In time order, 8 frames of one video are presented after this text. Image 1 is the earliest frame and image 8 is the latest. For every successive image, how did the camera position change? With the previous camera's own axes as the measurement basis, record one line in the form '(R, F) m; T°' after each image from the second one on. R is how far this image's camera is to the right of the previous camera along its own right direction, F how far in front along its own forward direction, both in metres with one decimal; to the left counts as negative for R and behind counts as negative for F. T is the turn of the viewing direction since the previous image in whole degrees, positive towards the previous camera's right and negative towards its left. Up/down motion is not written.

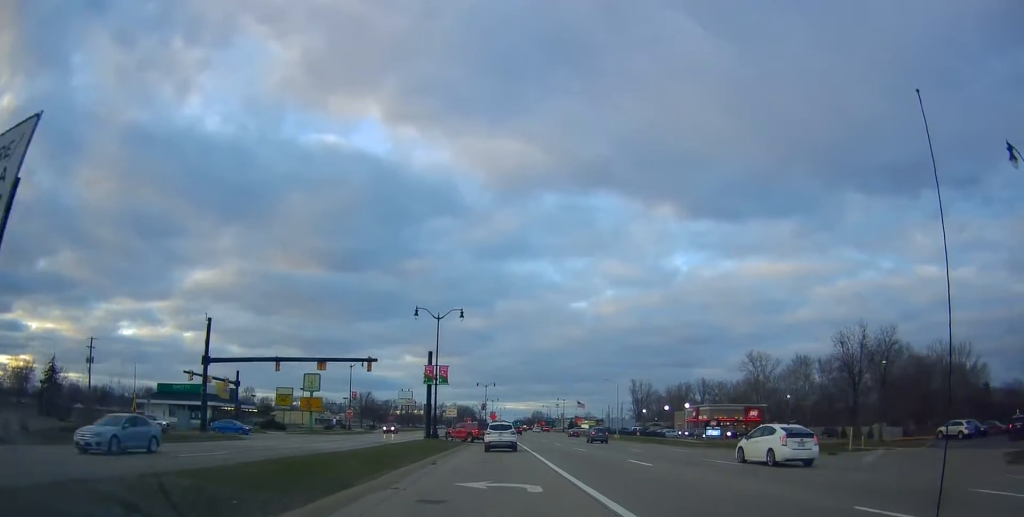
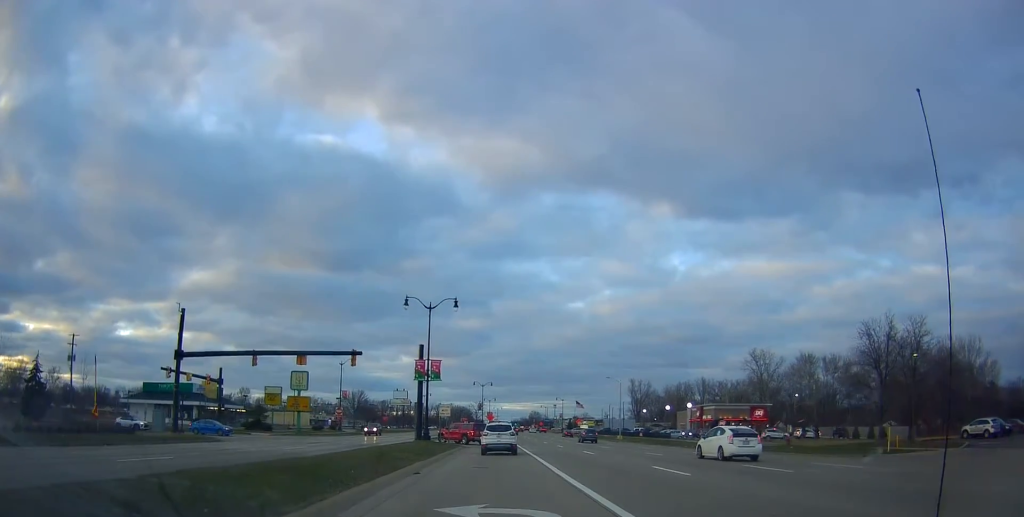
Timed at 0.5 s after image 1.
(-0.3, +4.6) m; 0°
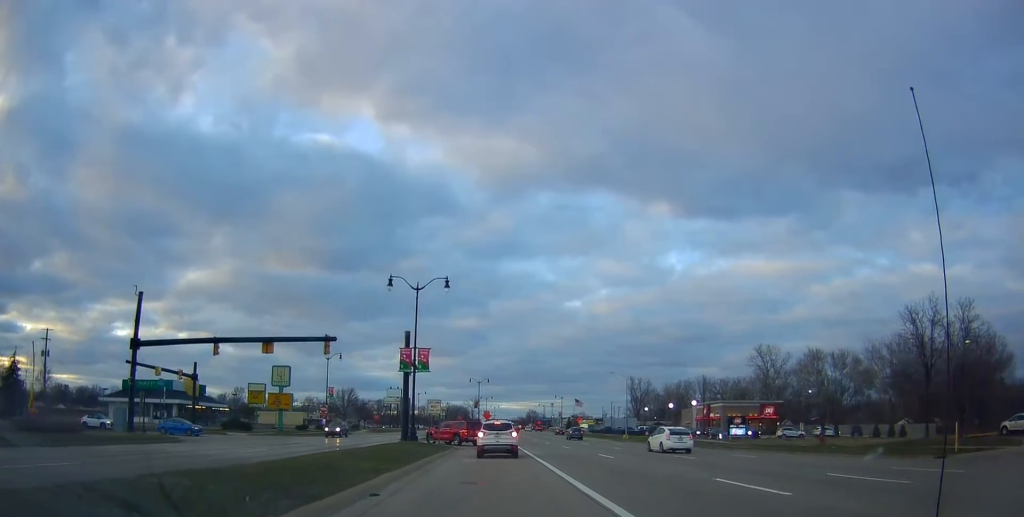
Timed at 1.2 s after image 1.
(+0.5, +5.9) m; +4°
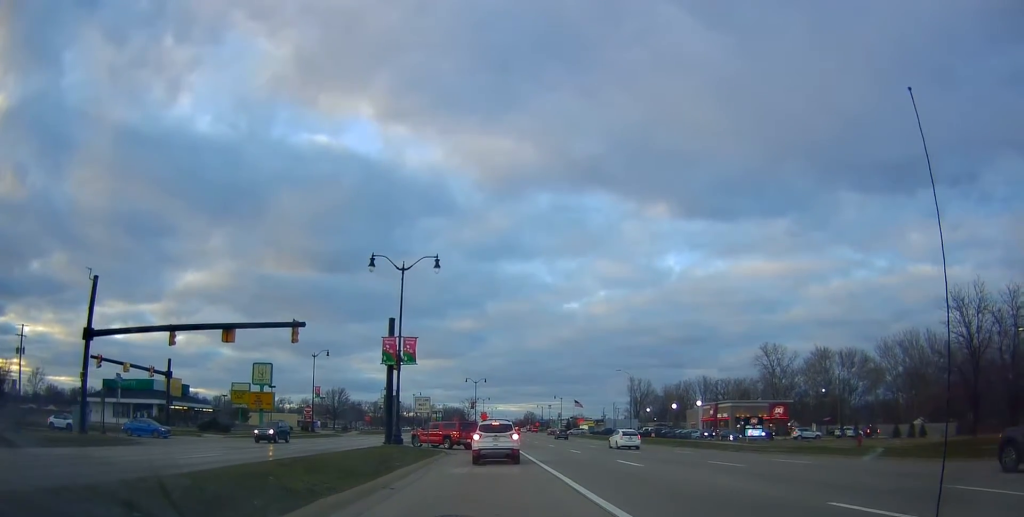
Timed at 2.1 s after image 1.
(+0.1, +5.5) m; +1°
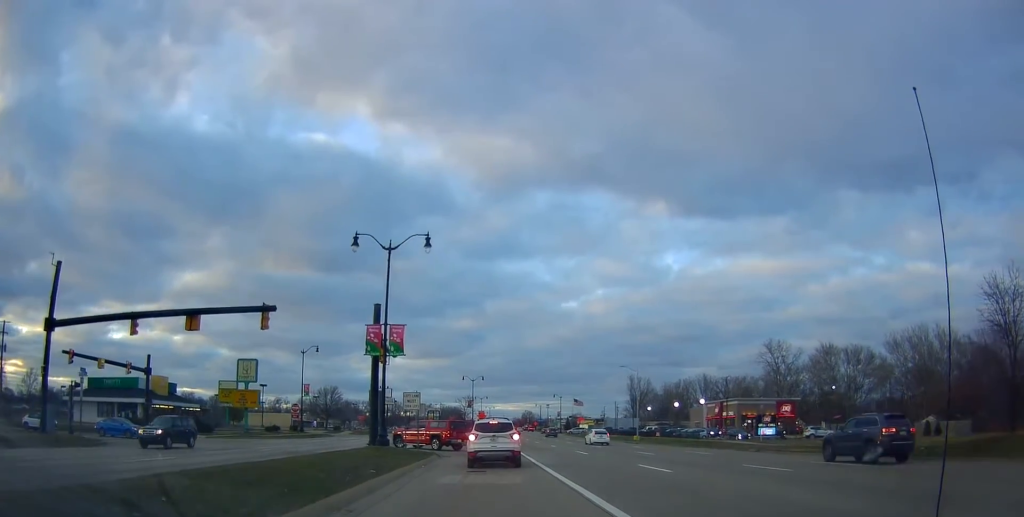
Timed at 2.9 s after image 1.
(0.0, +3.9) m; 0°
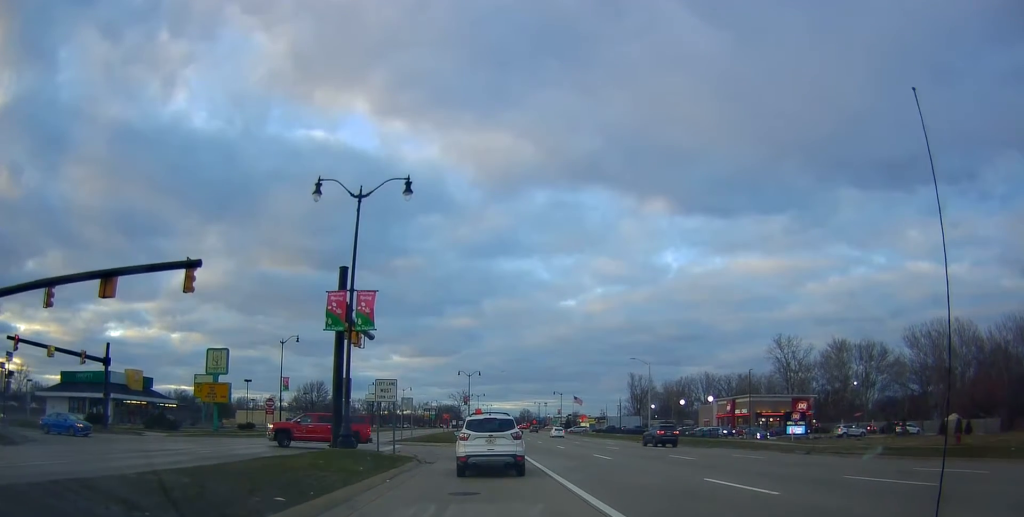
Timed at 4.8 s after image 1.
(0.0, +7.0) m; 0°
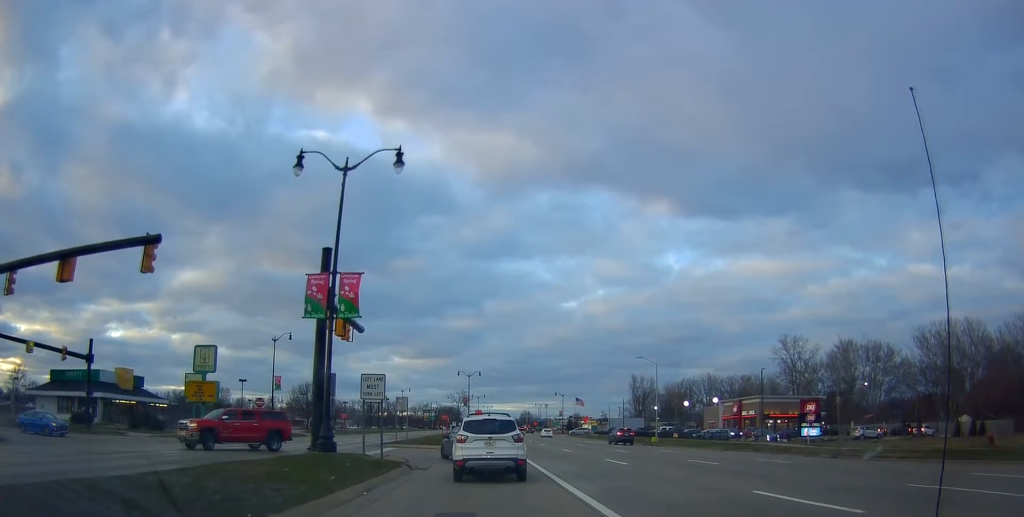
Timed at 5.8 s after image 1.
(0.0, +2.4) m; 0°
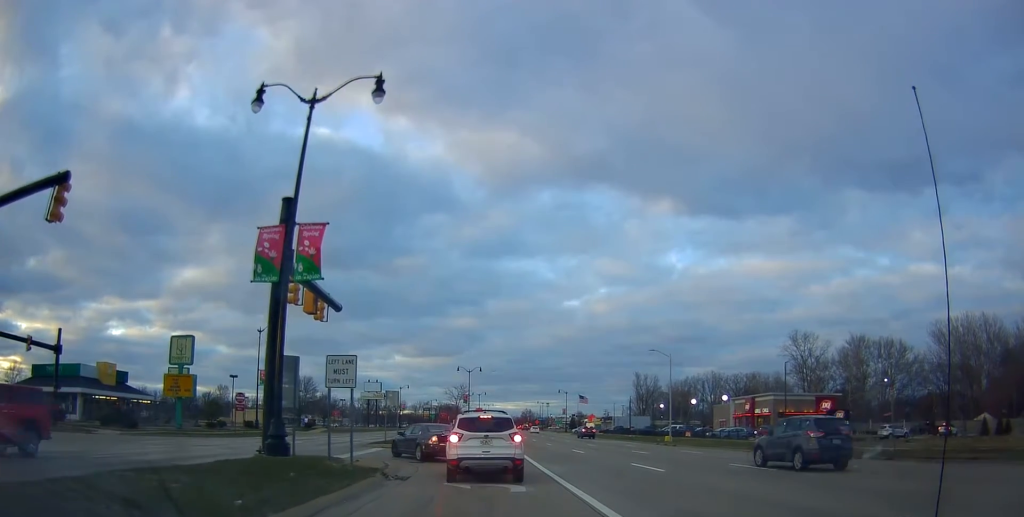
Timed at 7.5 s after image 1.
(0.0, +3.8) m; 0°
